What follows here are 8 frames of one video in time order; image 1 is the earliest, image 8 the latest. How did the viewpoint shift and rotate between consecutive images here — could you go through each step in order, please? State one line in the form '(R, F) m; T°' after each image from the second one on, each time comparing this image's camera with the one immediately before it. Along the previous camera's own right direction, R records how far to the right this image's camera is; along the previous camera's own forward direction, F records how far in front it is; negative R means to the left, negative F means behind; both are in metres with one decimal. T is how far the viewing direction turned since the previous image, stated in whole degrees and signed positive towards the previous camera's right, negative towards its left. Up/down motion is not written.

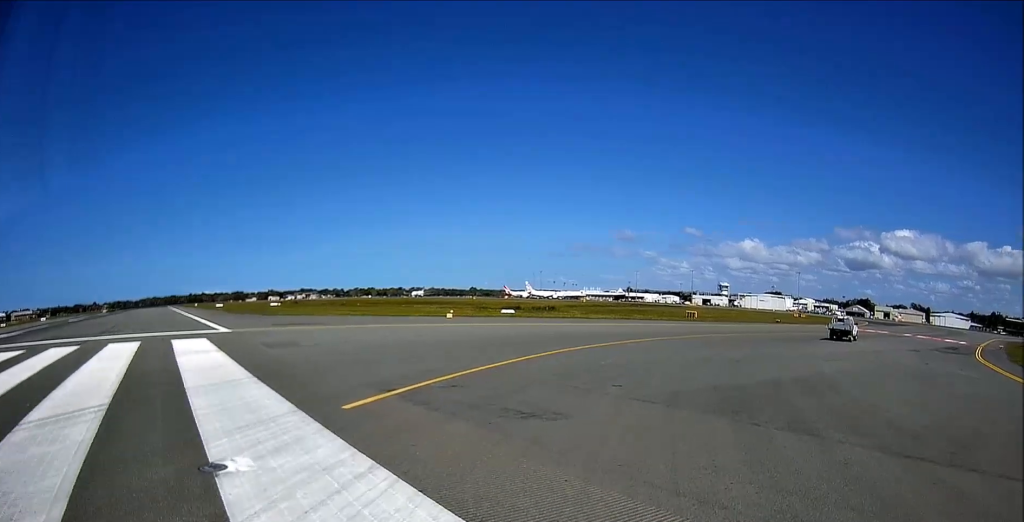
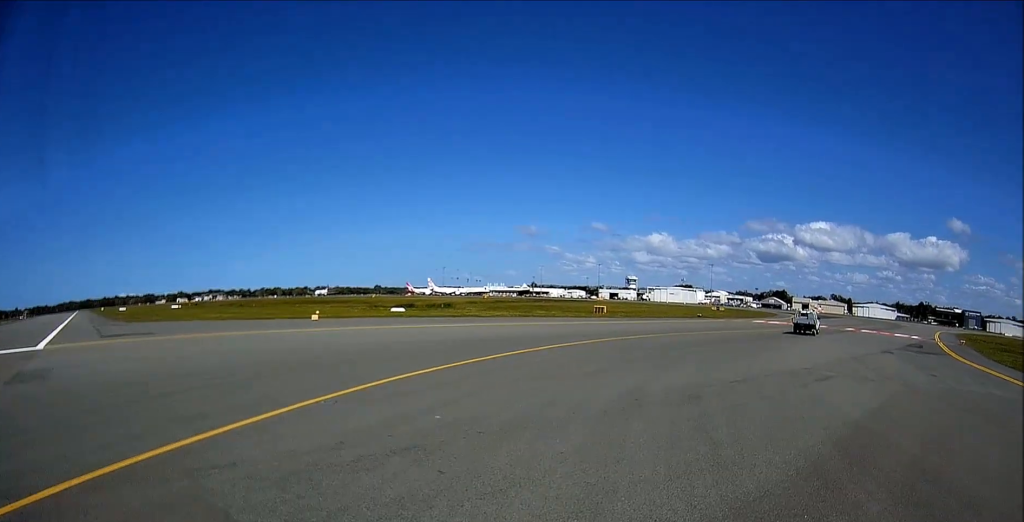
(+0.6, +8.5) m; +9°
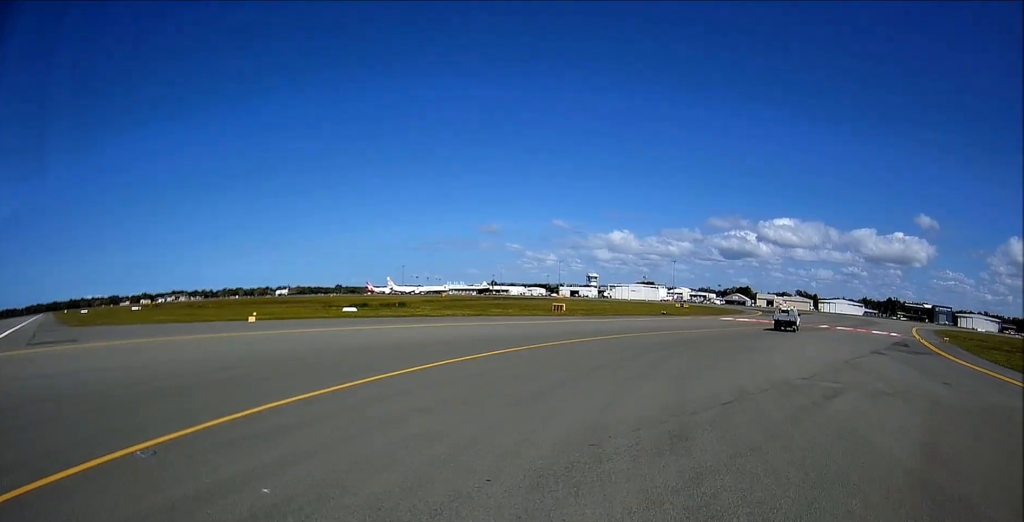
(+0.1, +3.5) m; +4°
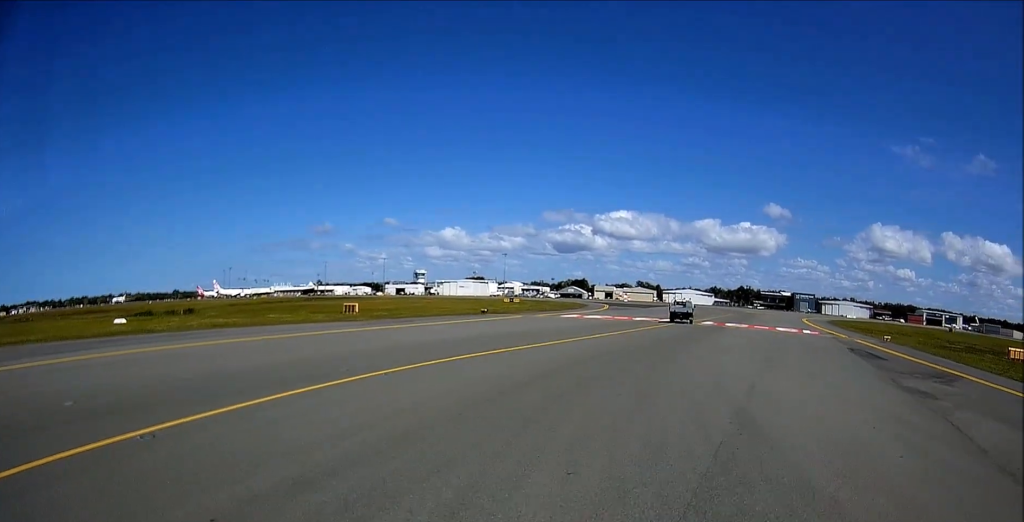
(+3.2, +16.1) m; +22°
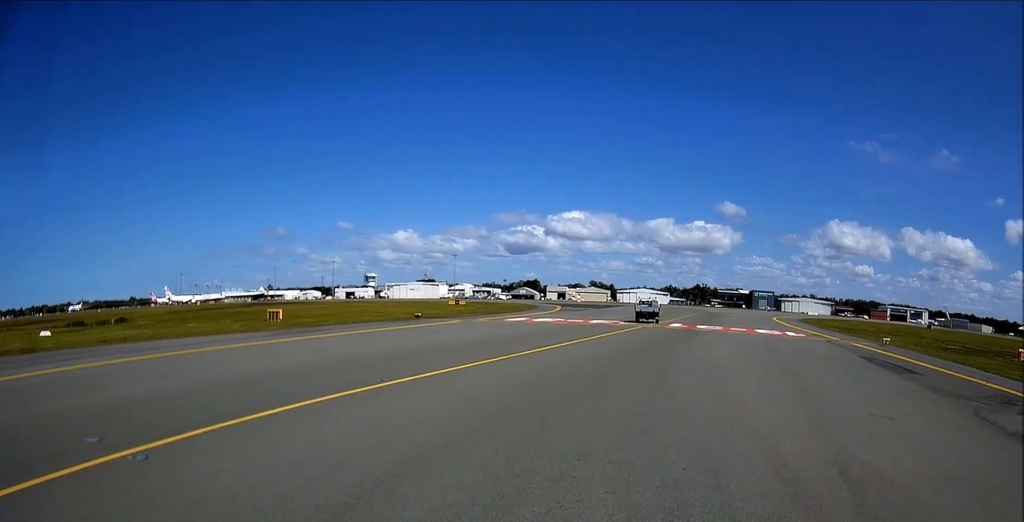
(+0.4, +6.2) m; +4°
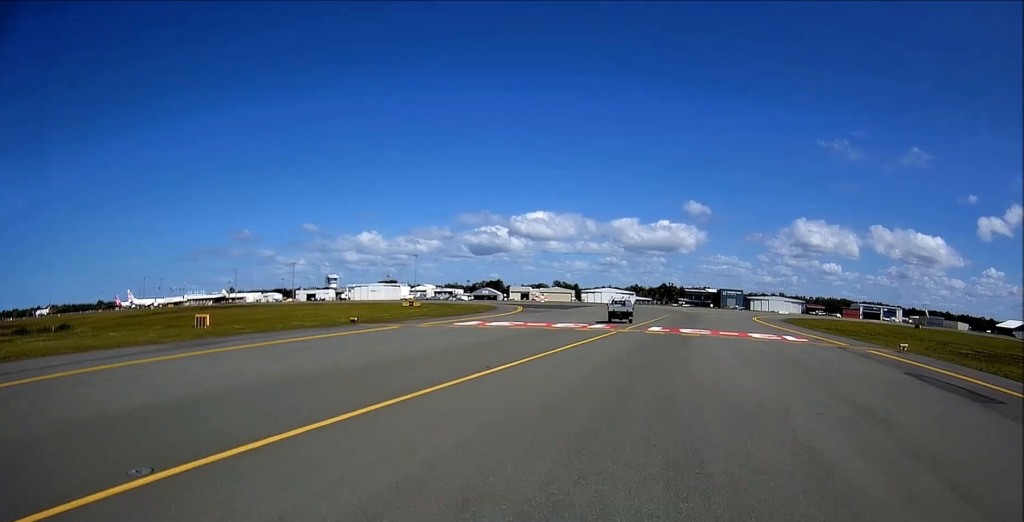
(0.0, +6.3) m; +2°
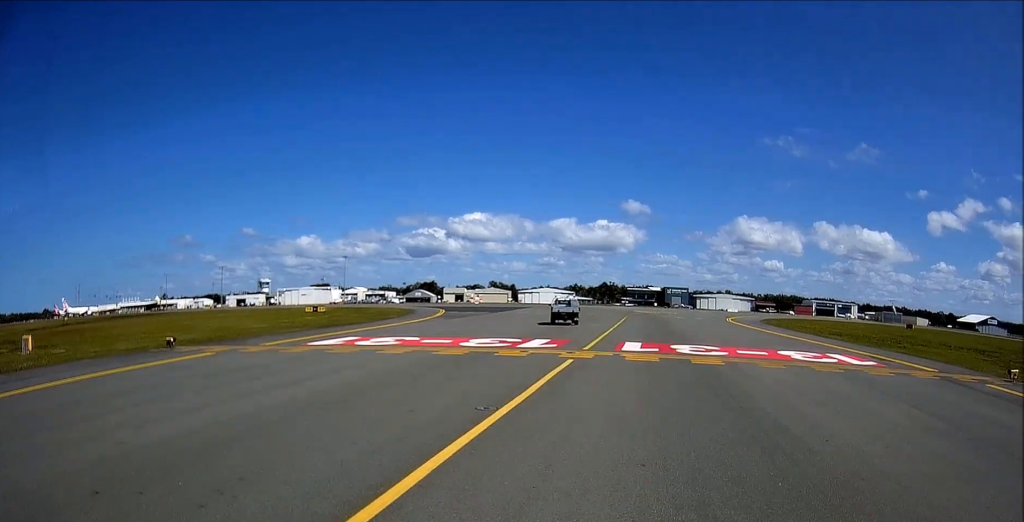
(+0.6, +14.0) m; +8°
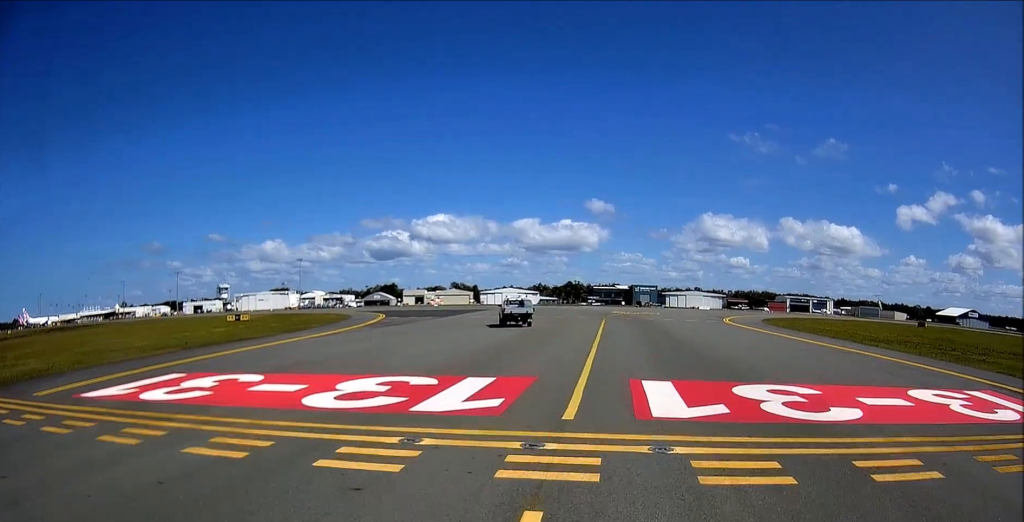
(+0.8, +11.9) m; +4°
